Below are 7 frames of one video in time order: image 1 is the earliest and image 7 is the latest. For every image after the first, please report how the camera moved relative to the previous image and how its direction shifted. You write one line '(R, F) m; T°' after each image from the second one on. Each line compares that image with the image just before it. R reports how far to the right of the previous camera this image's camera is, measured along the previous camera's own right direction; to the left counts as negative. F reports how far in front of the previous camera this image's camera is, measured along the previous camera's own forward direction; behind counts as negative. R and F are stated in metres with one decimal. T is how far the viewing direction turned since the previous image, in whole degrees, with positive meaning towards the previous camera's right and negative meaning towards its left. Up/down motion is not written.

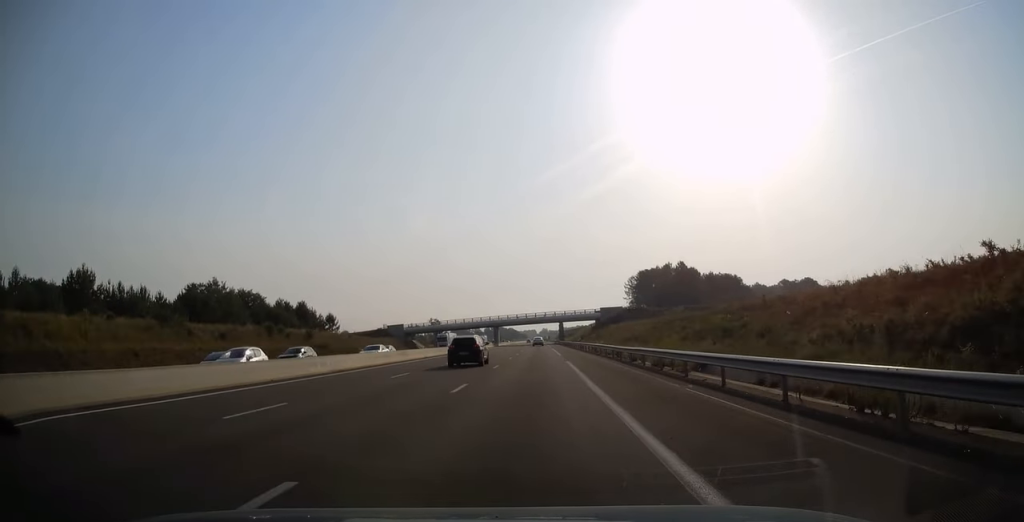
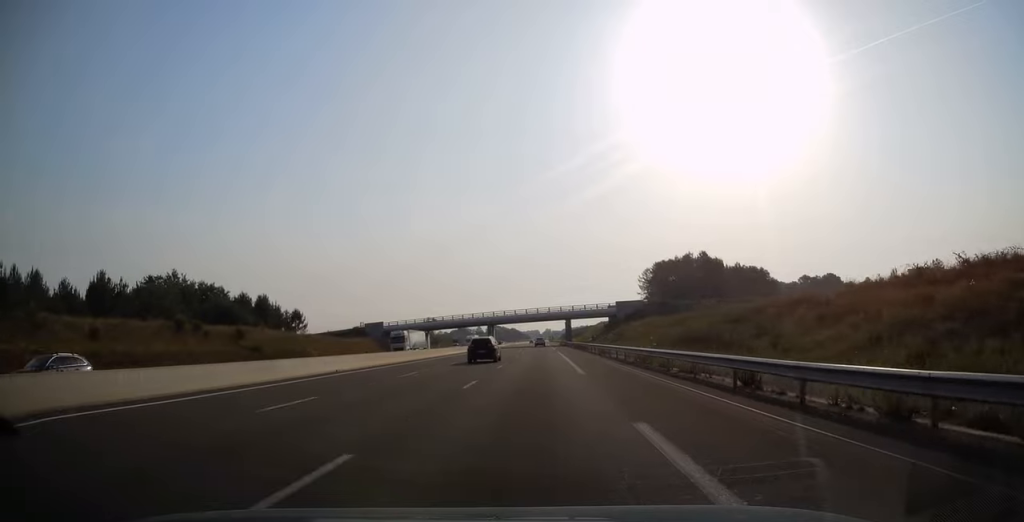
(-0.1, +24.5) m; 0°
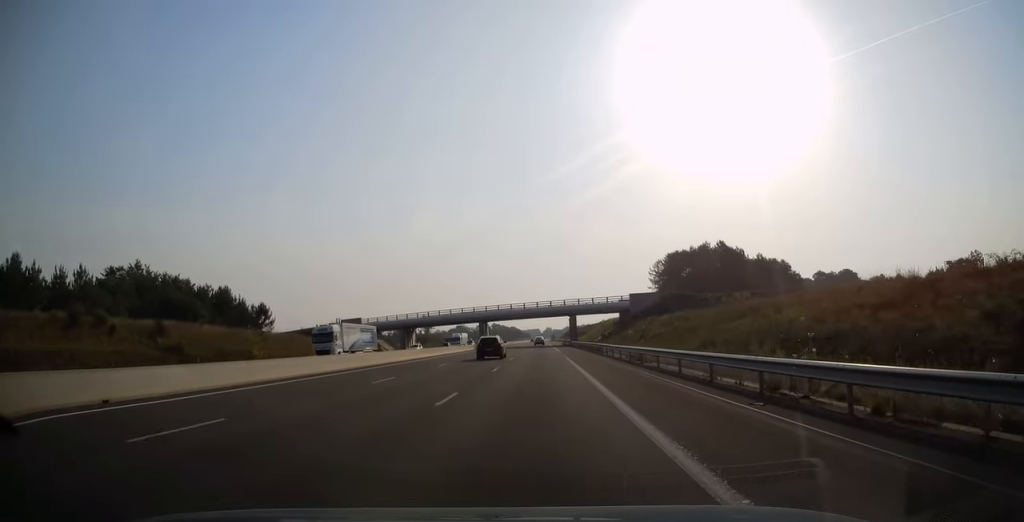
(+0.2, +17.6) m; 0°
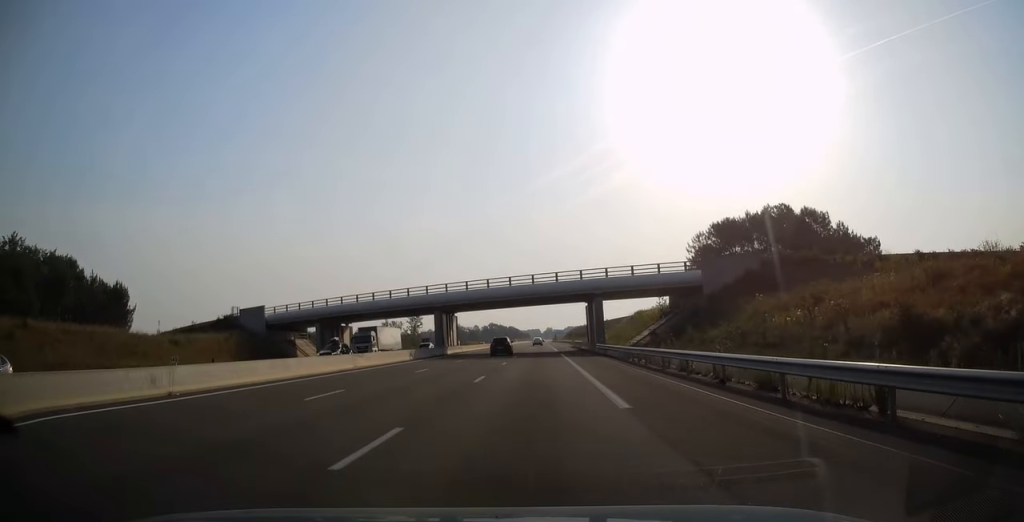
(-0.5, +45.3) m; -1°
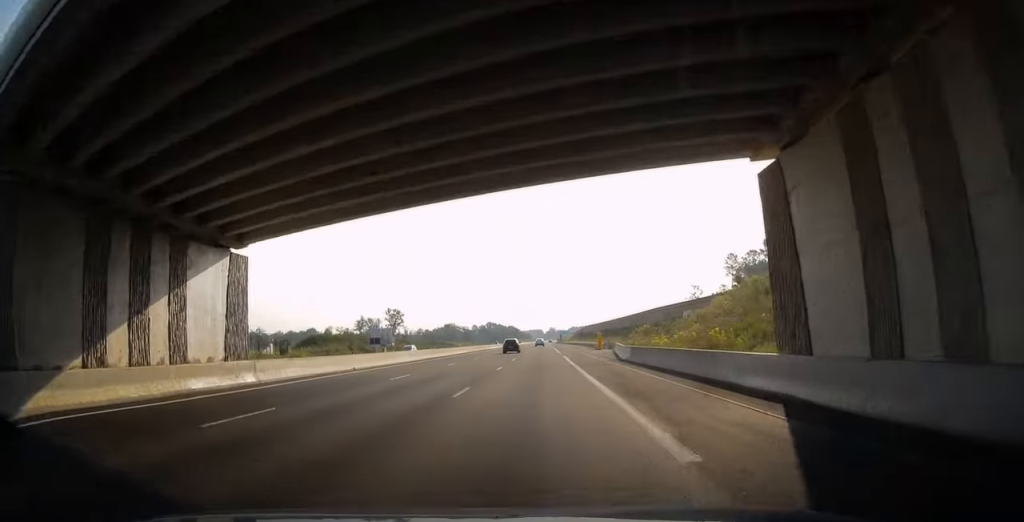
(-0.1, +57.2) m; 0°
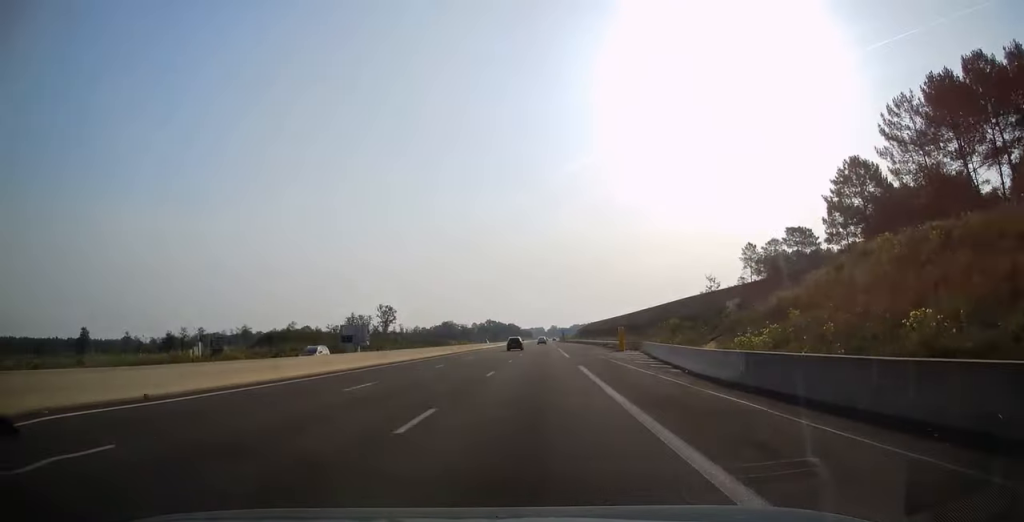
(0.0, +18.8) m; 0°
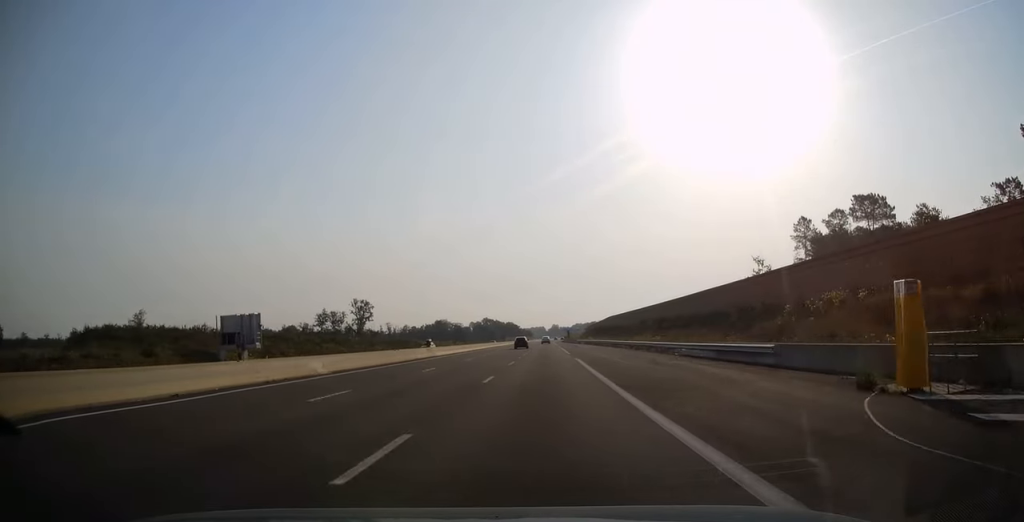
(0.0, +42.4) m; 0°
